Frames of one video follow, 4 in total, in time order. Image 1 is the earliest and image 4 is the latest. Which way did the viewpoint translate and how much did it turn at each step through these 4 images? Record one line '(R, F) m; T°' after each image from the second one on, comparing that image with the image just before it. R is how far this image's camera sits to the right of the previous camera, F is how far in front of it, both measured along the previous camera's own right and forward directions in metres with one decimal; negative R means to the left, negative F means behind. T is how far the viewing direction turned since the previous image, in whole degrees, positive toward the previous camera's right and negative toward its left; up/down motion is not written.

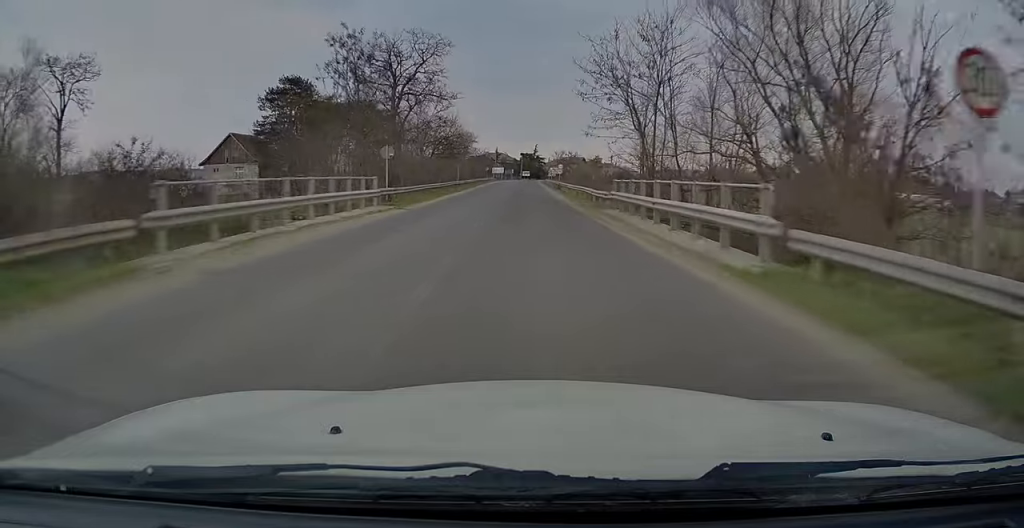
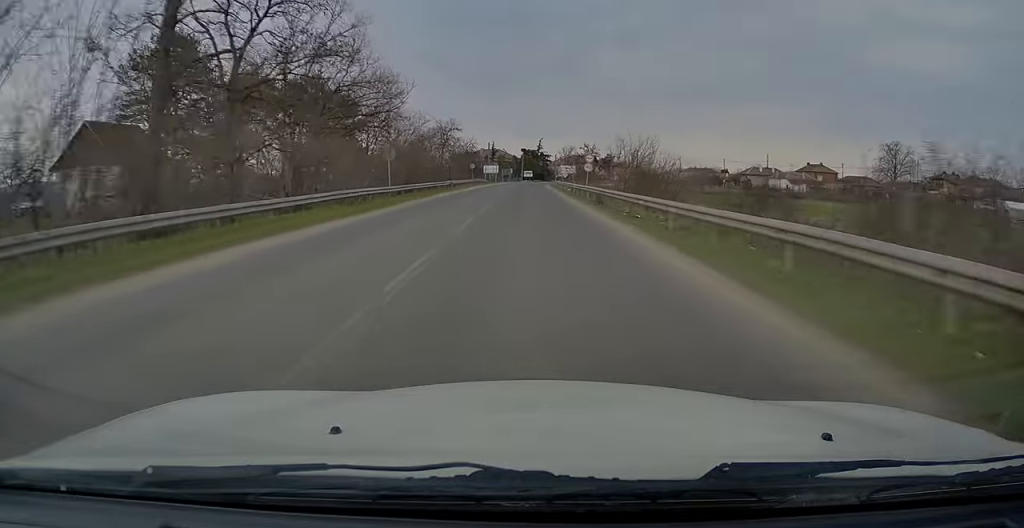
(-0.6, +35.7) m; -1°
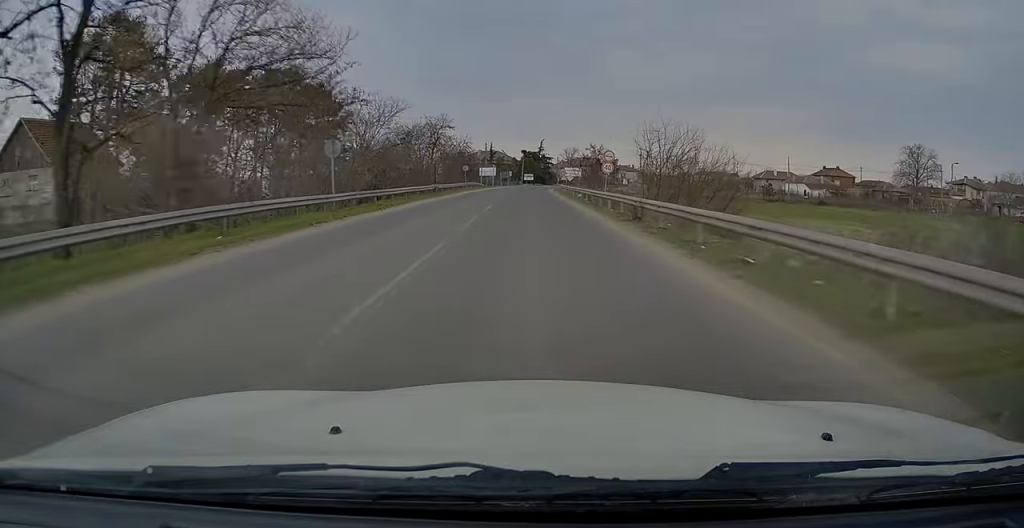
(+0.3, +10.3) m; 0°
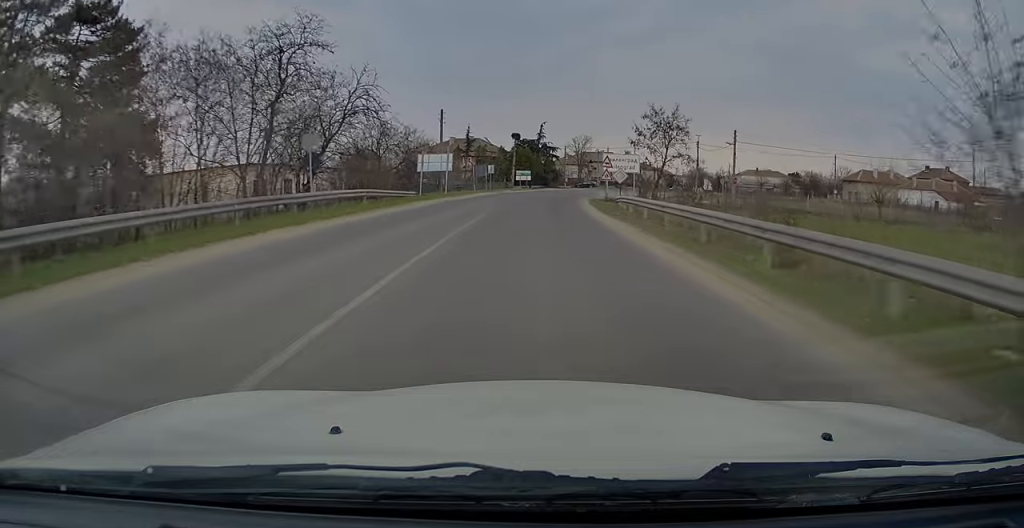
(0.0, +53.2) m; +1°
